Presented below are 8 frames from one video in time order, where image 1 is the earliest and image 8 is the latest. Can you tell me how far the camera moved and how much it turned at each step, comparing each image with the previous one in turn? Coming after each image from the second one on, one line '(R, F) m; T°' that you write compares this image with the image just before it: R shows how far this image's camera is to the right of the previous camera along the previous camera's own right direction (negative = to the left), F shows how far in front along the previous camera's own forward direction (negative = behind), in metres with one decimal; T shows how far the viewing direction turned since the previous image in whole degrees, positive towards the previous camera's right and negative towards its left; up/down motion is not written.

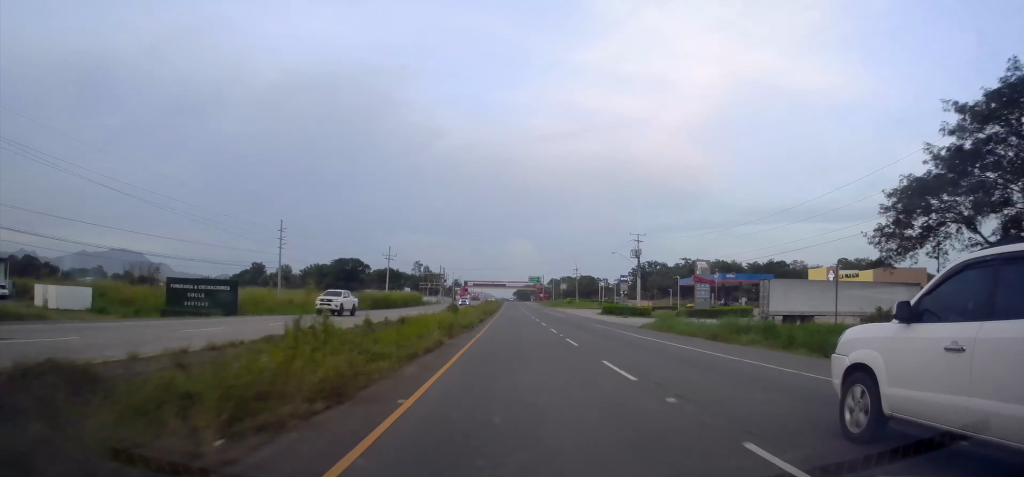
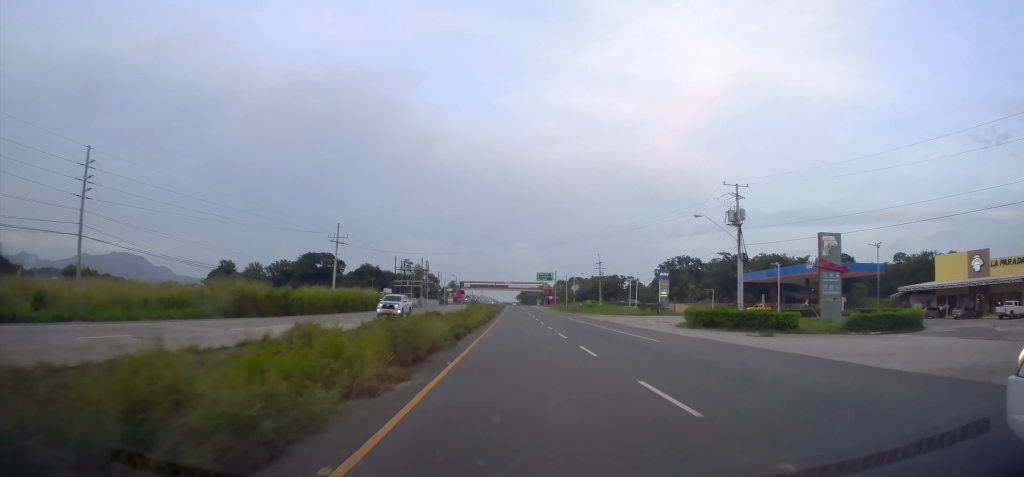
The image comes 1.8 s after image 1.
(+0.2, +37.5) m; 0°
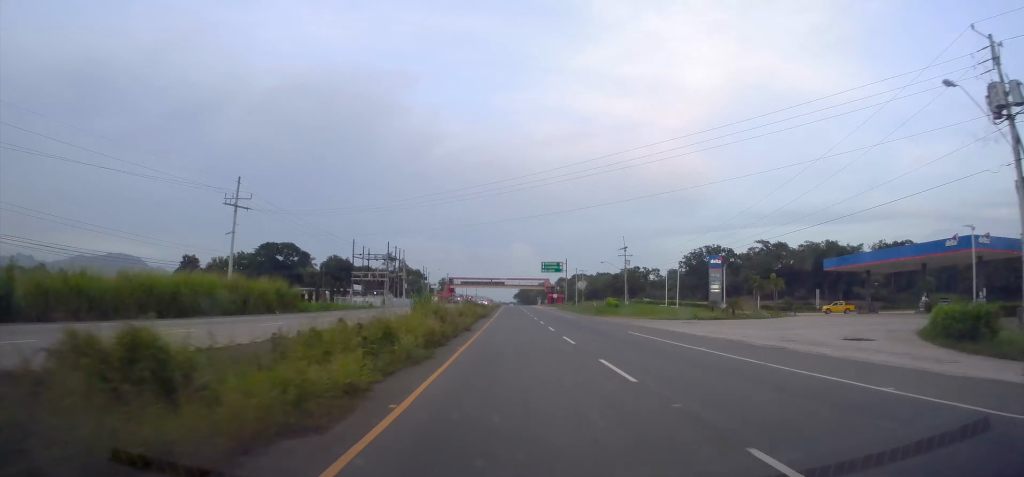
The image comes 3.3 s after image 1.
(+0.1, +30.8) m; 0°
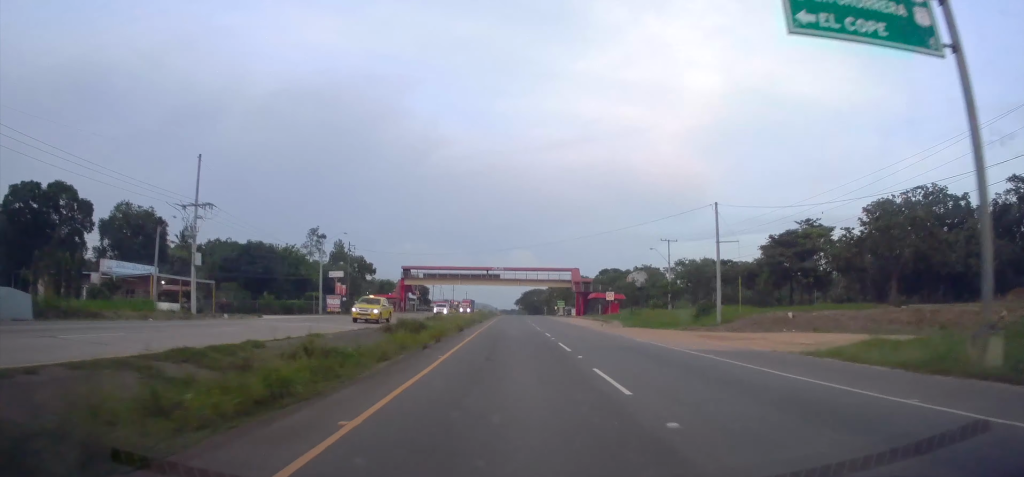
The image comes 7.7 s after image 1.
(+0.4, +88.7) m; 0°
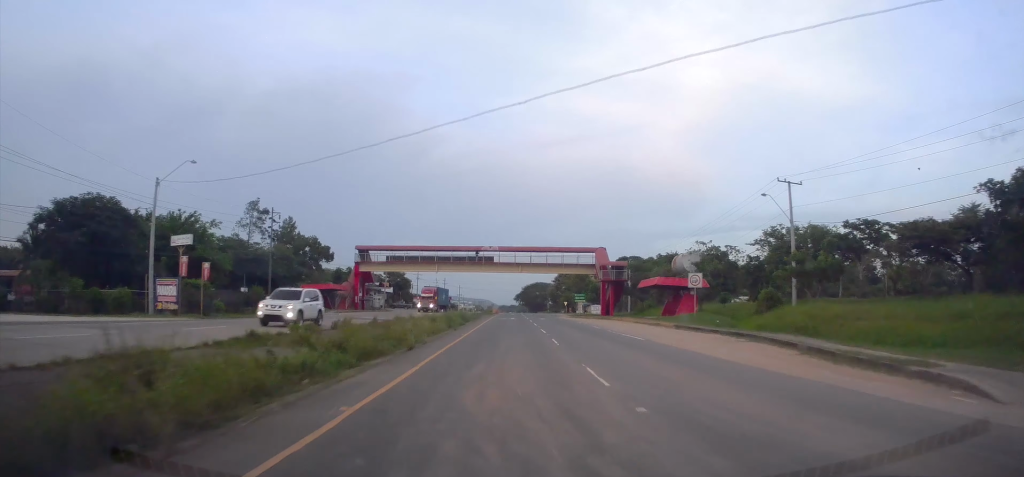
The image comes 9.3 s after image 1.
(-0.2, +34.2) m; -1°
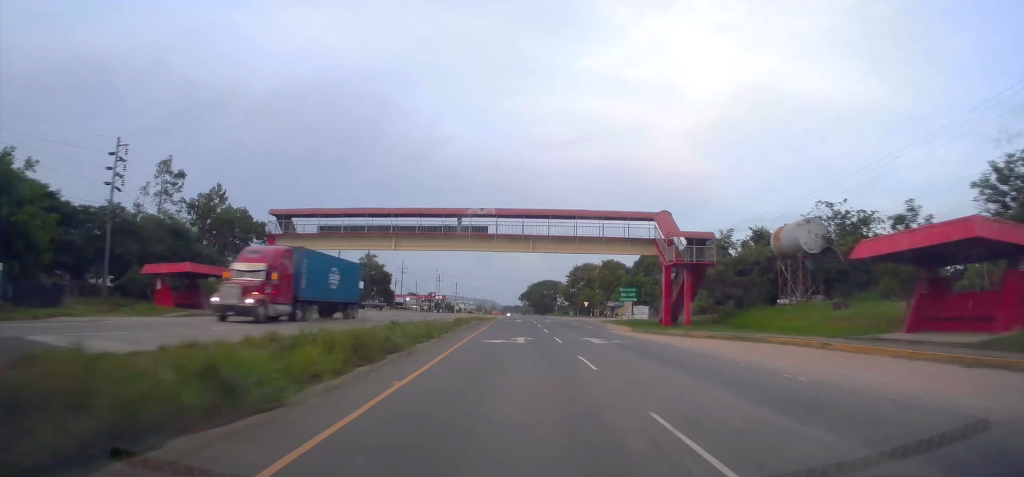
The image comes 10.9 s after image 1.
(-0.3, +32.5) m; 0°
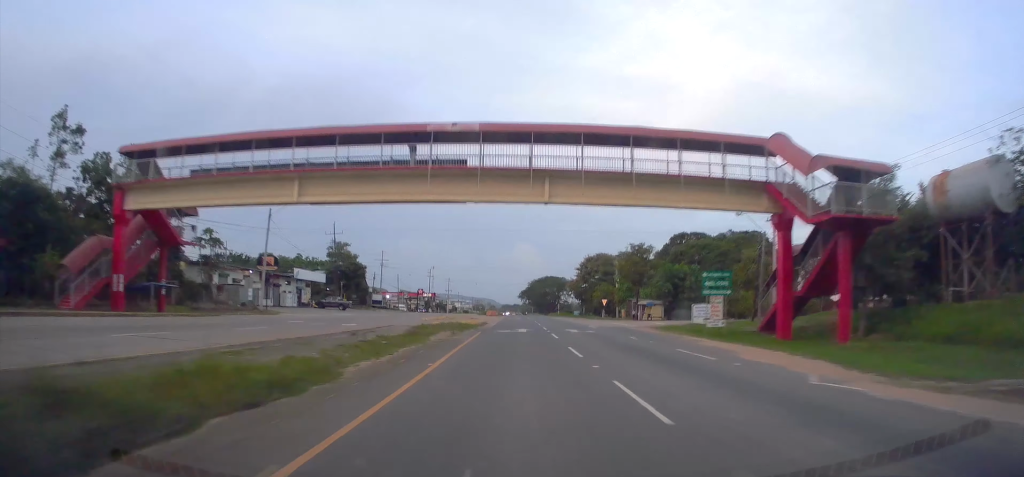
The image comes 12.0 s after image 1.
(-0.1, +22.4) m; 0°
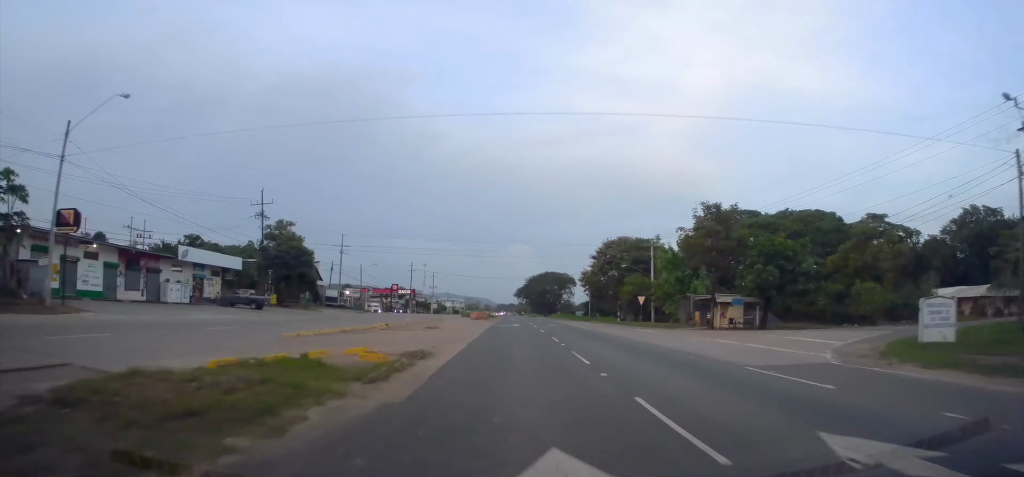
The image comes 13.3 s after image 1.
(+0.2, +27.3) m; 0°
